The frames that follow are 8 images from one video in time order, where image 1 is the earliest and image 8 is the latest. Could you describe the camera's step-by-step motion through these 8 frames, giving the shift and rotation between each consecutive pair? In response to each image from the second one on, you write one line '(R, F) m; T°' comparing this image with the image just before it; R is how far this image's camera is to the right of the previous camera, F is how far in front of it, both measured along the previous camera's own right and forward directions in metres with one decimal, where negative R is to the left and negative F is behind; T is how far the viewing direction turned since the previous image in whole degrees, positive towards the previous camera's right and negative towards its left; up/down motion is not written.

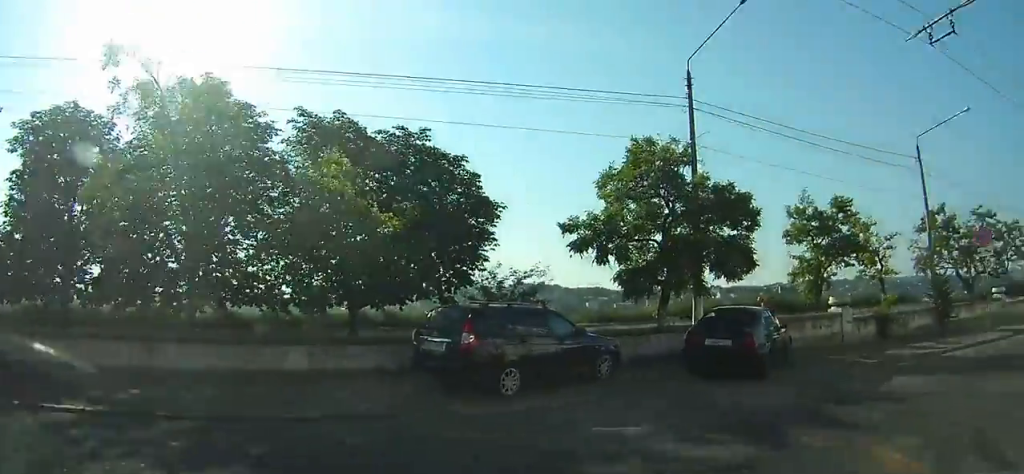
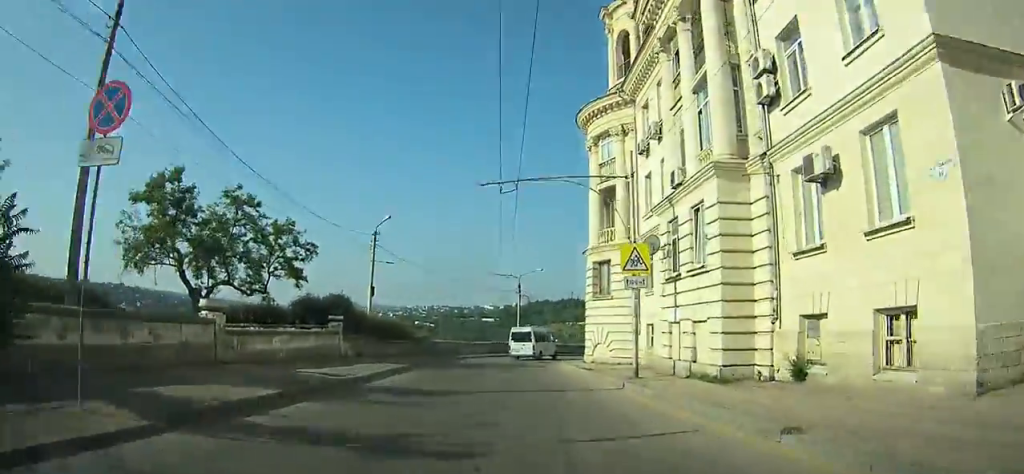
(+9.2, +18.3) m; +41°
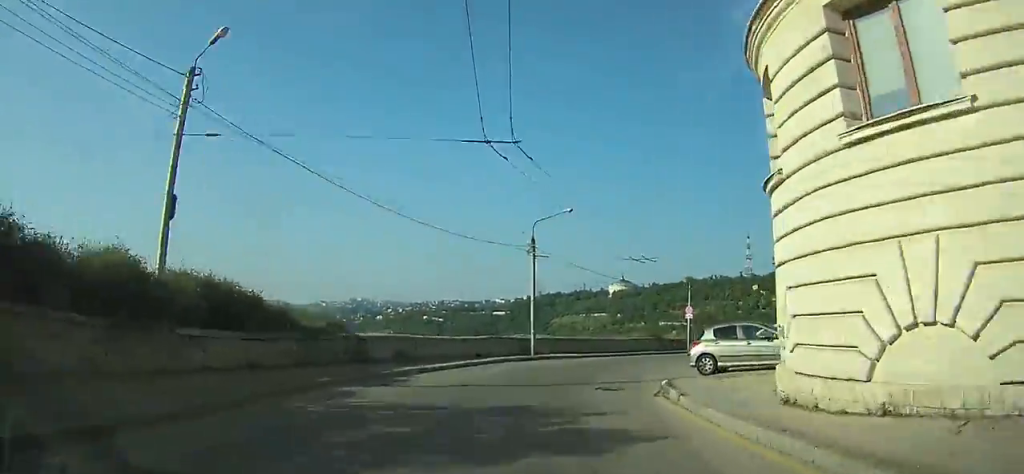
(+2.5, +22.0) m; +13°
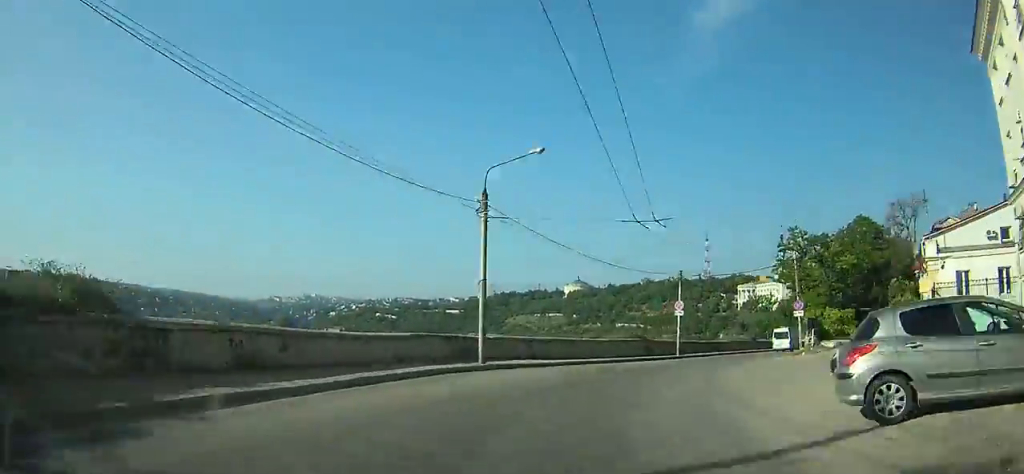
(+0.7, +10.7) m; +6°
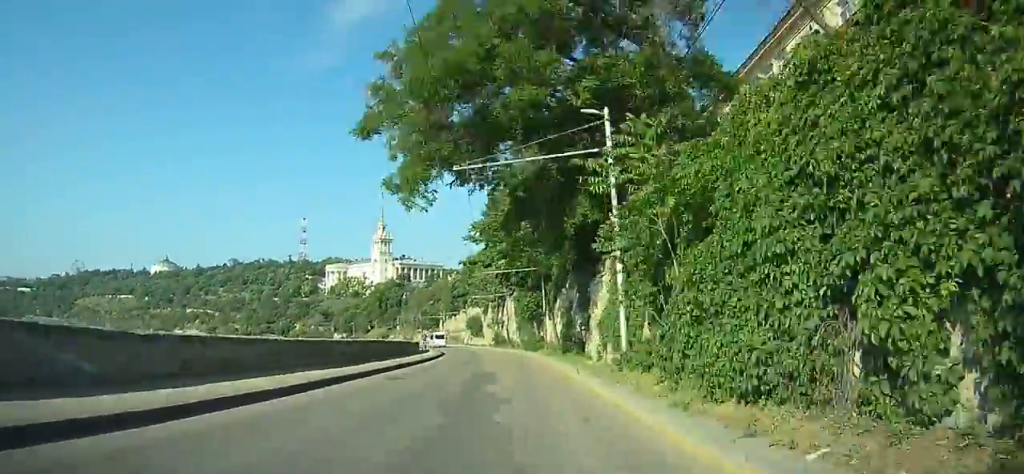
(+27.1, +75.5) m; +28°
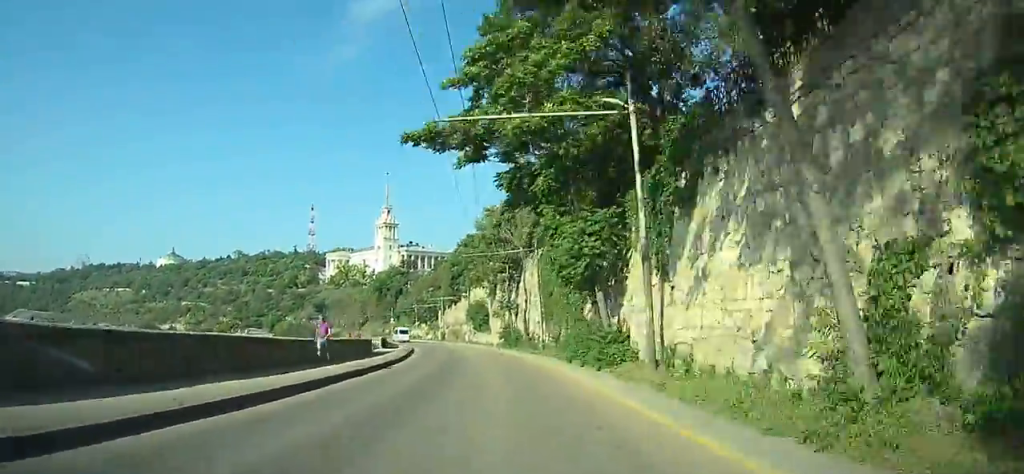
(0.0, +27.5) m; -2°
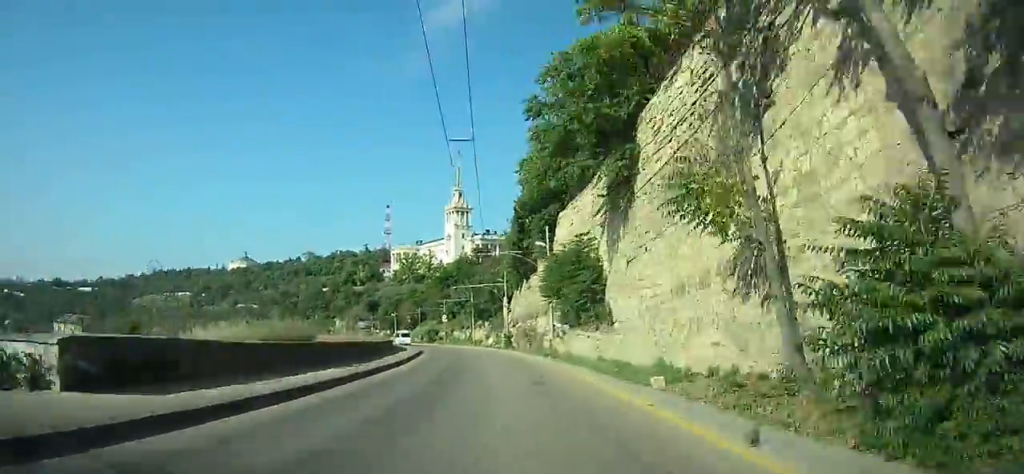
(-1.5, +39.6) m; -10°
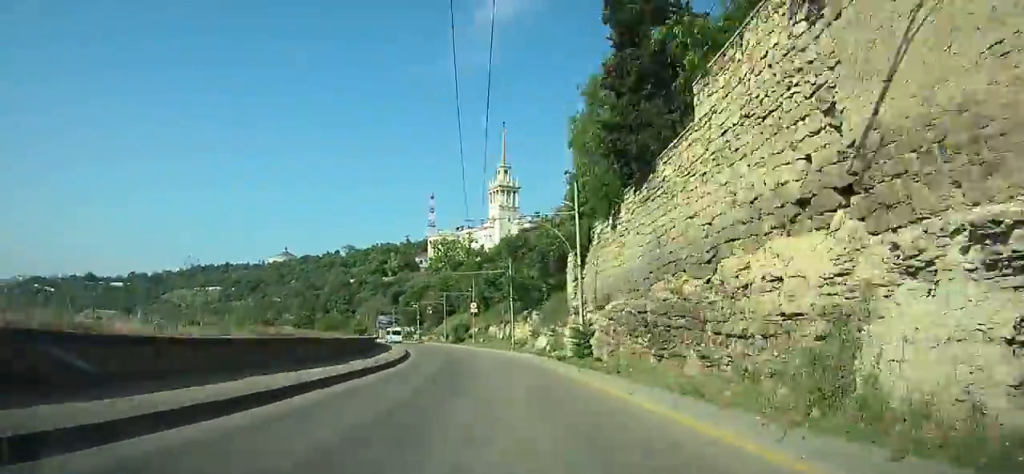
(-1.2, +27.6) m; -7°
